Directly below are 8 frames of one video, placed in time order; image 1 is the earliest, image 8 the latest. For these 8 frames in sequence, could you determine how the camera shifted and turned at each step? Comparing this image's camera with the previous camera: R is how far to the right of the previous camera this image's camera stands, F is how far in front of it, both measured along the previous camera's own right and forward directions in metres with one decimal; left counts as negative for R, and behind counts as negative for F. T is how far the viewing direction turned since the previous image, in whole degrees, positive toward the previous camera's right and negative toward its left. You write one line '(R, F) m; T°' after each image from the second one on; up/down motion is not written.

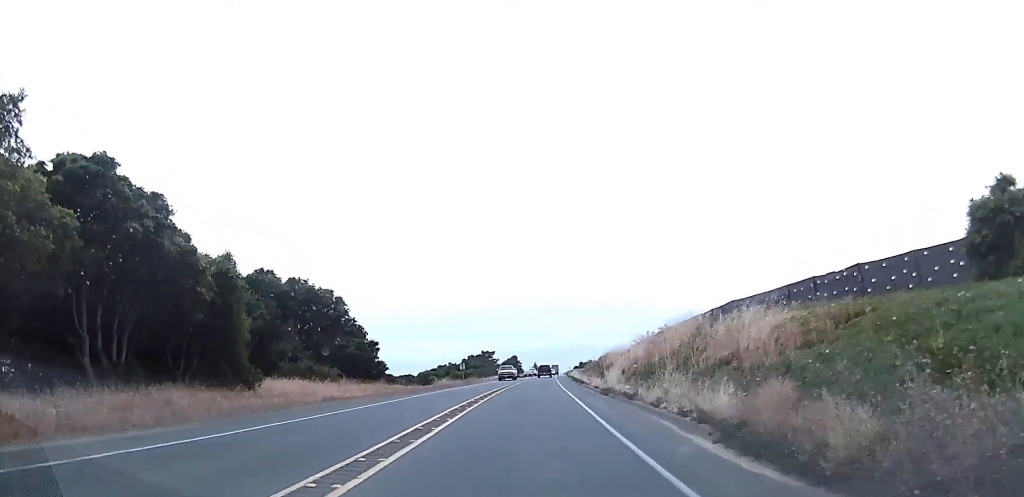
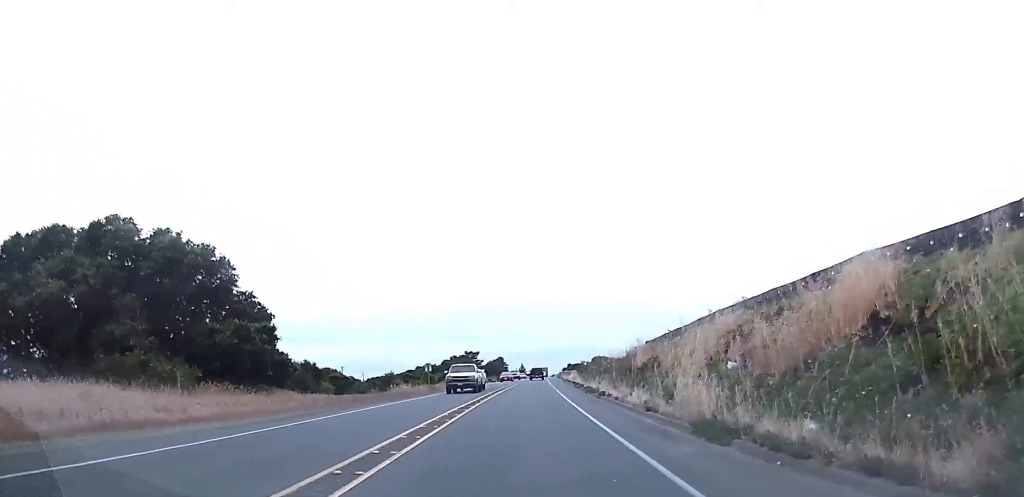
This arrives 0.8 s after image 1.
(-0.4, +20.4) m; +1°
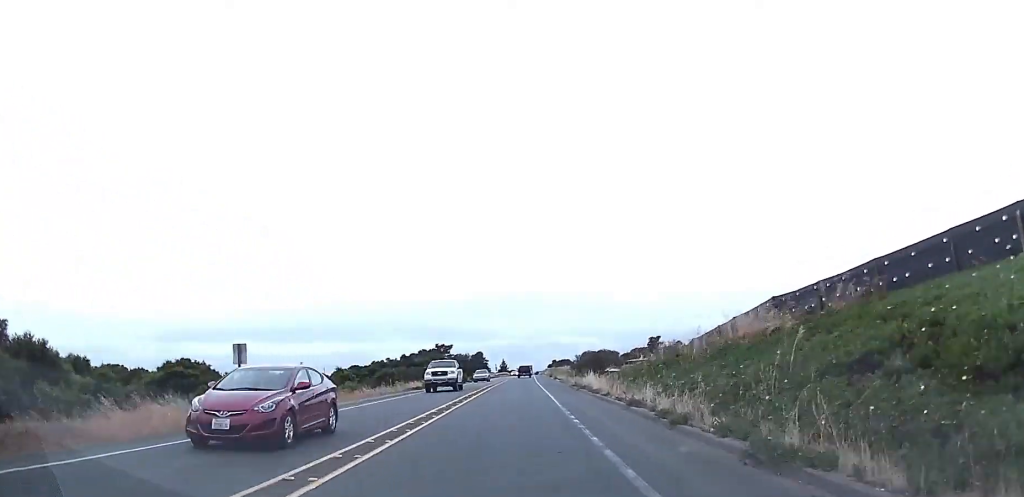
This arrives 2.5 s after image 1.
(+0.7, +41.2) m; +1°
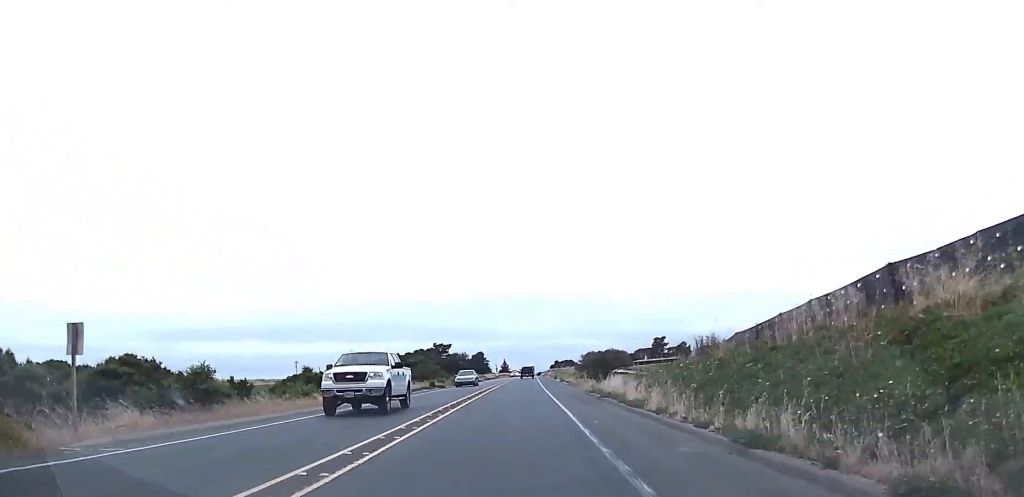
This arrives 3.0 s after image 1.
(-0.4, +10.5) m; 0°
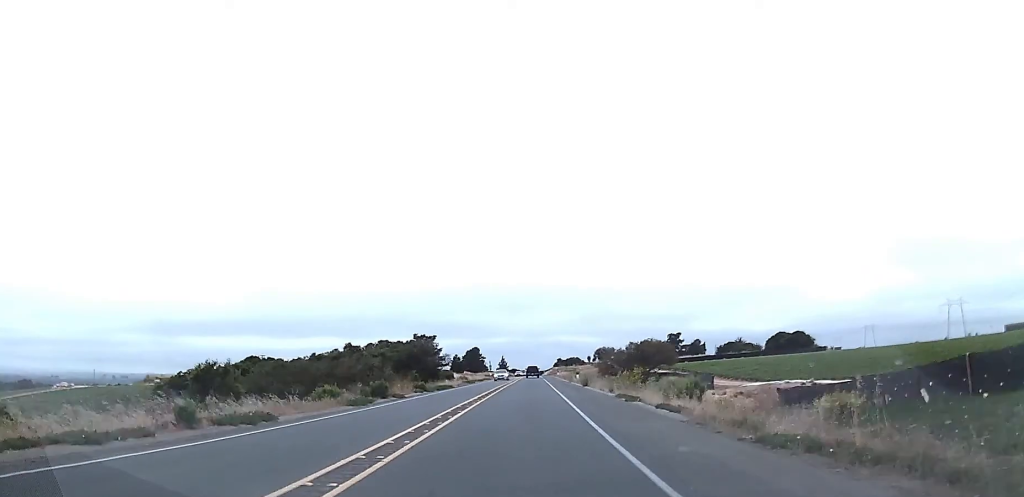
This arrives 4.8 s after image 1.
(+0.9, +43.6) m; +1°
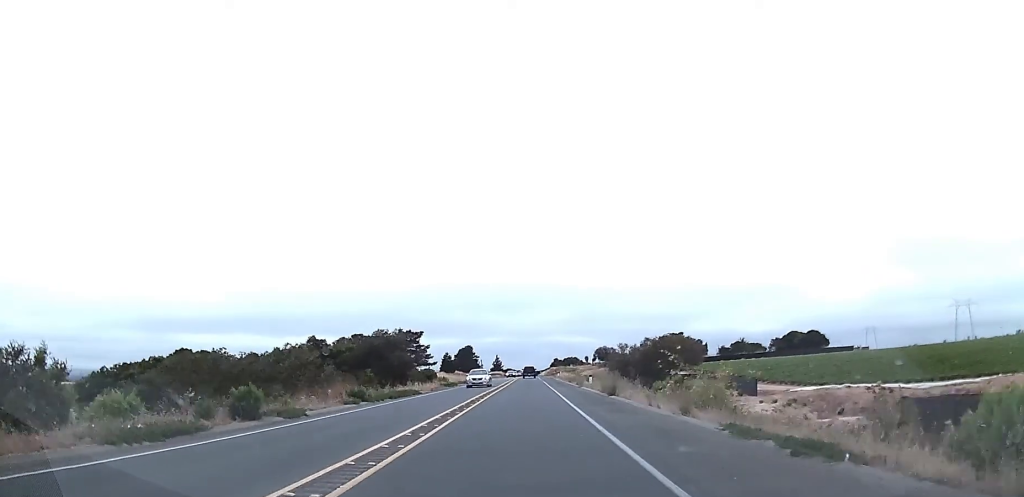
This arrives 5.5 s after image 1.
(+0.1, +17.2) m; 0°
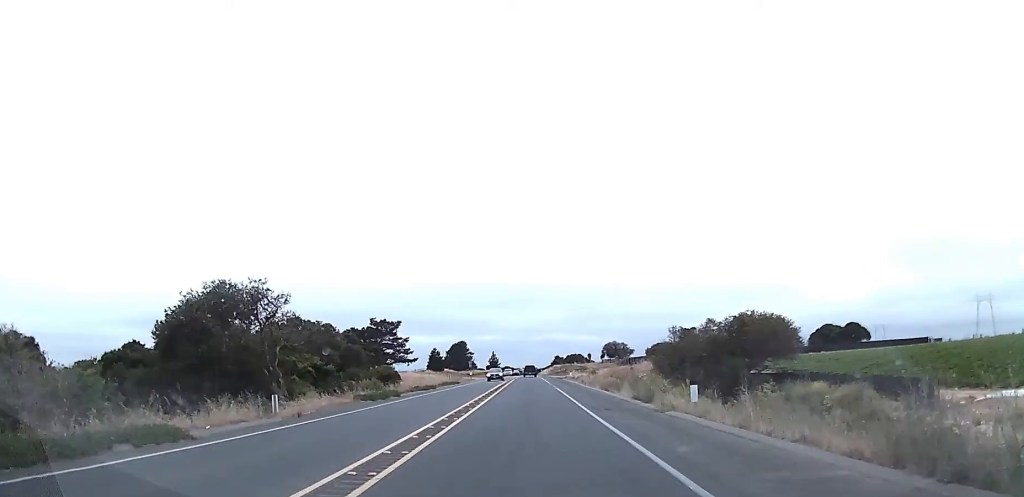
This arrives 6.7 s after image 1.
(0.0, +31.2) m; 0°
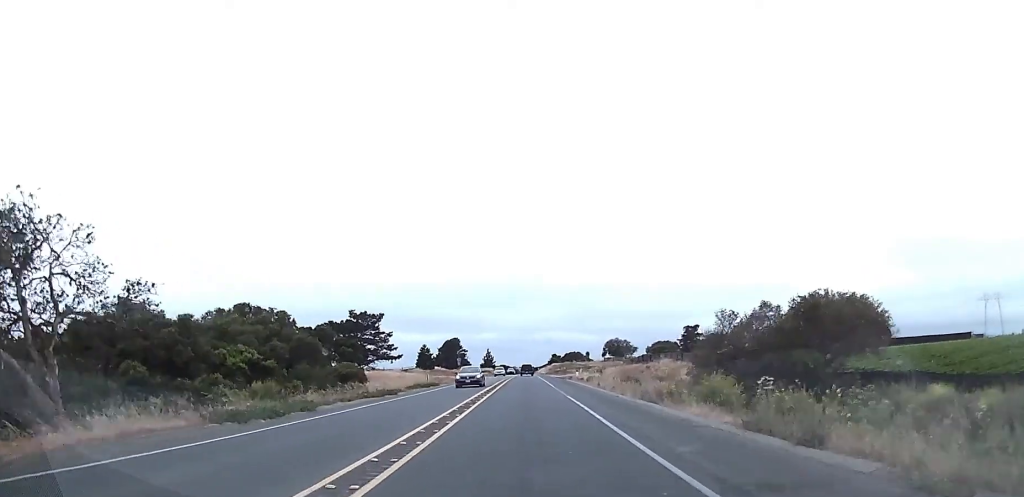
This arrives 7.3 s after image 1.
(0.0, +14.8) m; 0°
